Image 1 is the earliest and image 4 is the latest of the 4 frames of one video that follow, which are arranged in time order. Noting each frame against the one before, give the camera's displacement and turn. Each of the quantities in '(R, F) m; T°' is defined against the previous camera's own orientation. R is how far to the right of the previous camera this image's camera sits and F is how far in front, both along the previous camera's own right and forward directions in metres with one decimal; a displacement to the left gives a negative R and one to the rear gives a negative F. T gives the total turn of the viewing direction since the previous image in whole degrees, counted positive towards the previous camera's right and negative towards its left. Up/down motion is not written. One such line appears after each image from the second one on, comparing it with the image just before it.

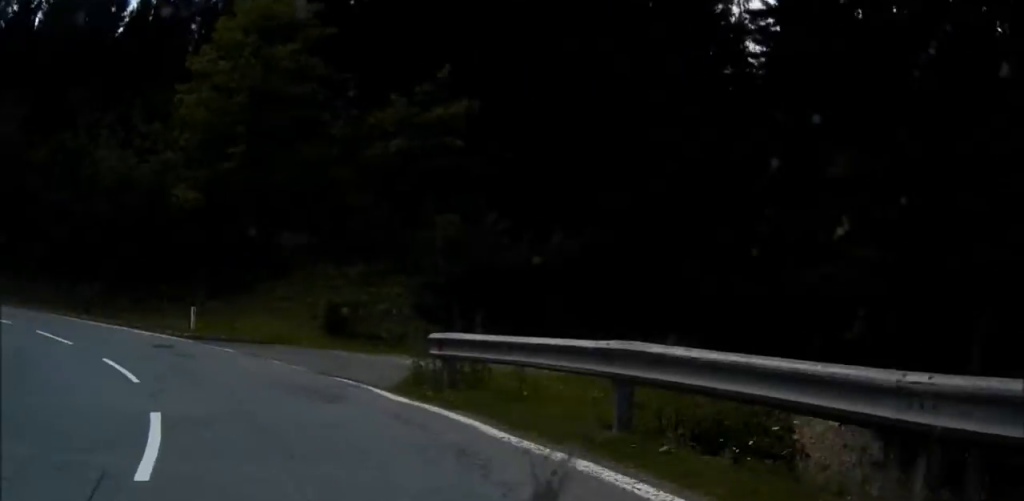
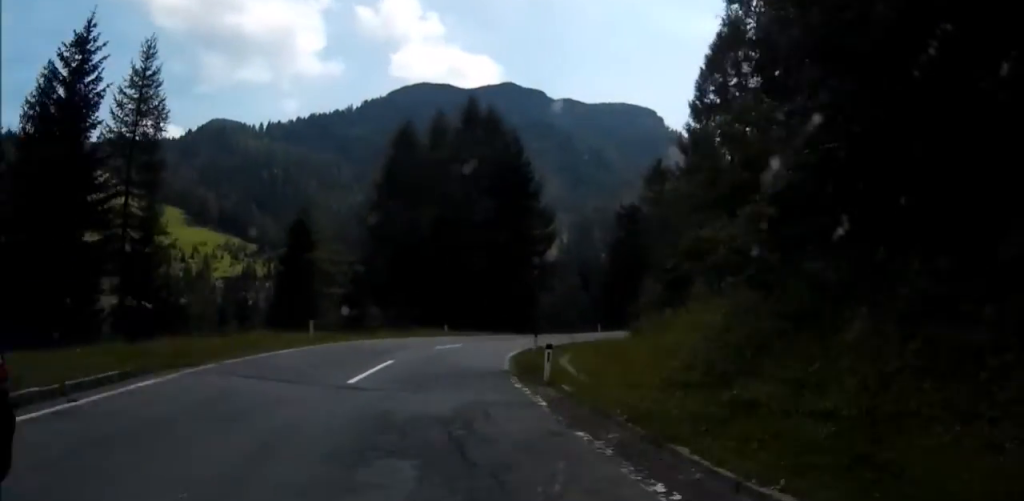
(-29.1, +24.0) m; -68°
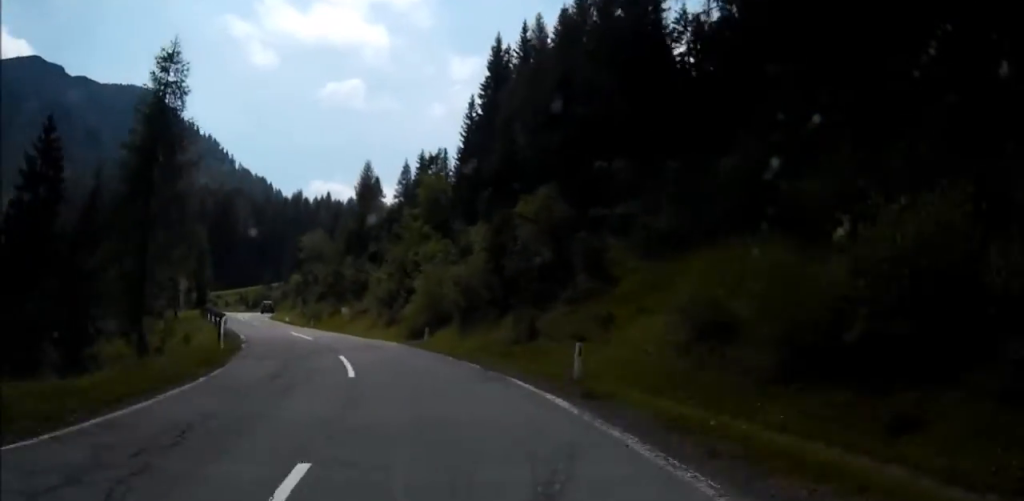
(+34.4, +93.6) m; +26°
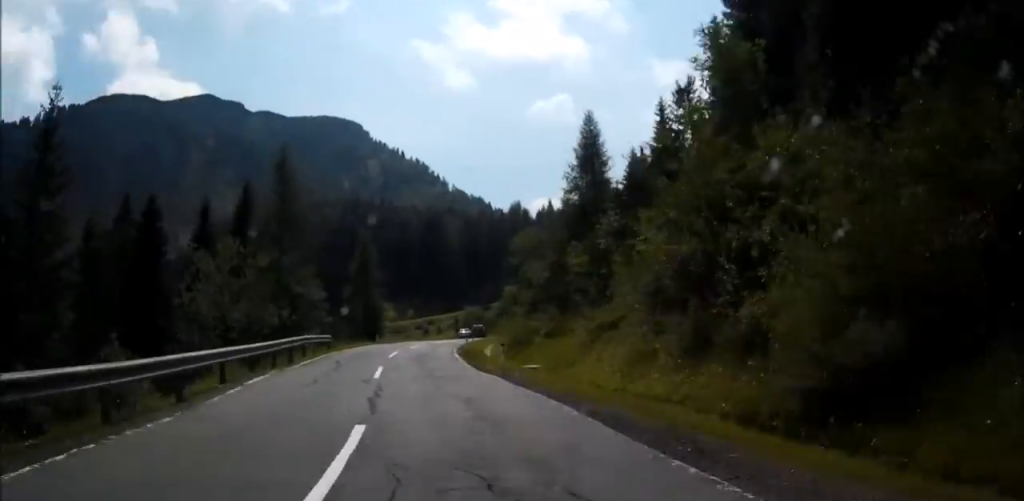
(-2.9, +26.7) m; -11°
